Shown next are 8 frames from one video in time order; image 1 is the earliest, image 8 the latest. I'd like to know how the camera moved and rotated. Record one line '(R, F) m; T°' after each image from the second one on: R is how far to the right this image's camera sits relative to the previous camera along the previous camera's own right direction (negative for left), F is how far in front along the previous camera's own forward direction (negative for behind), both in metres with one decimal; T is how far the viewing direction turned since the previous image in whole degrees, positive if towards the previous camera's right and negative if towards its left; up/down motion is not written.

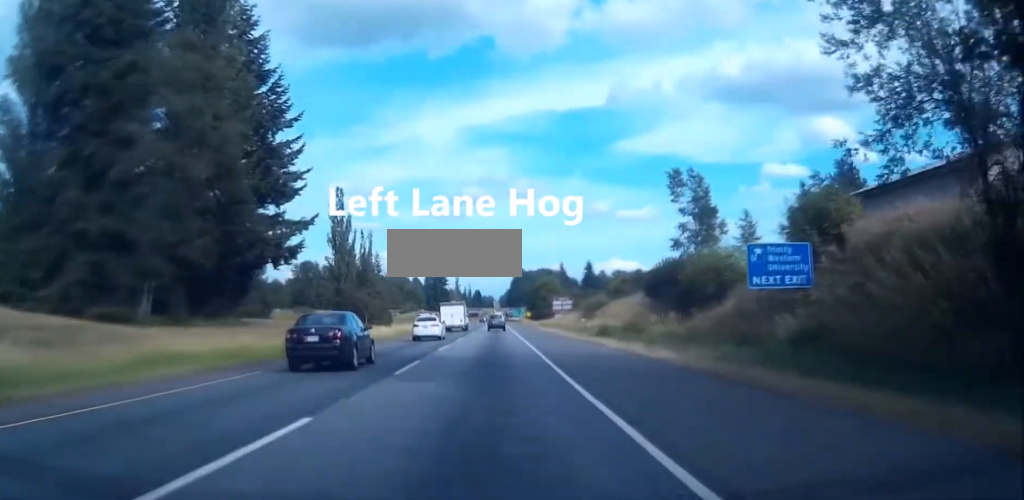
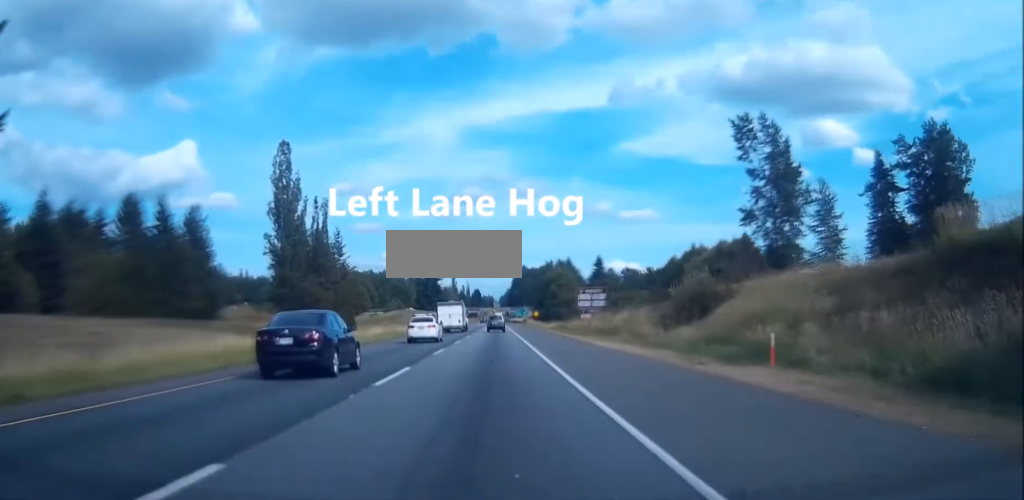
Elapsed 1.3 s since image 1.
(-0.2, +41.5) m; 0°
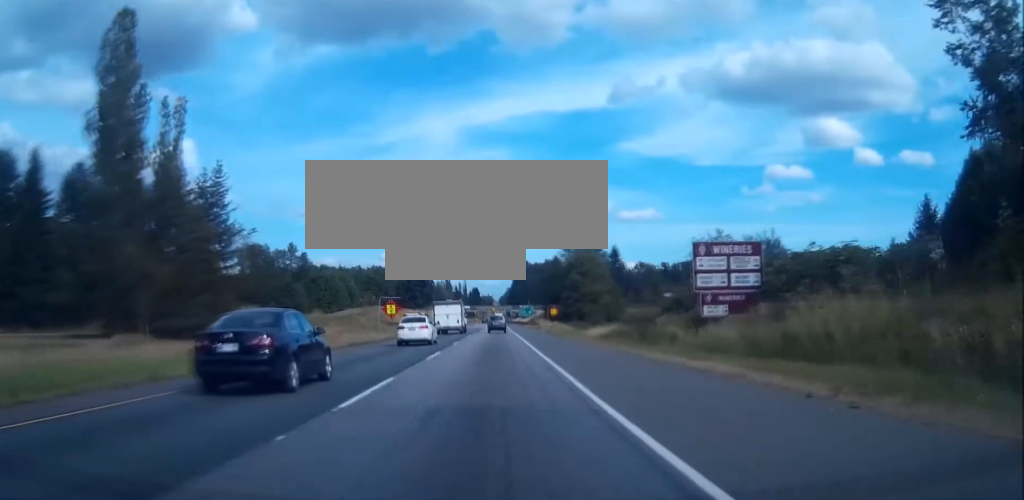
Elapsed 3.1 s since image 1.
(0.0, +55.0) m; 0°
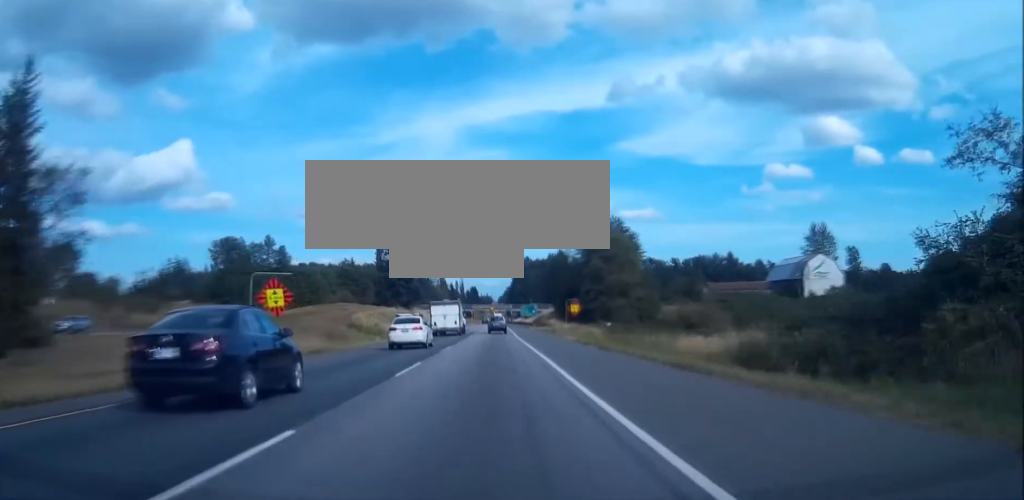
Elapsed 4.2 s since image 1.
(0.0, +33.2) m; 0°
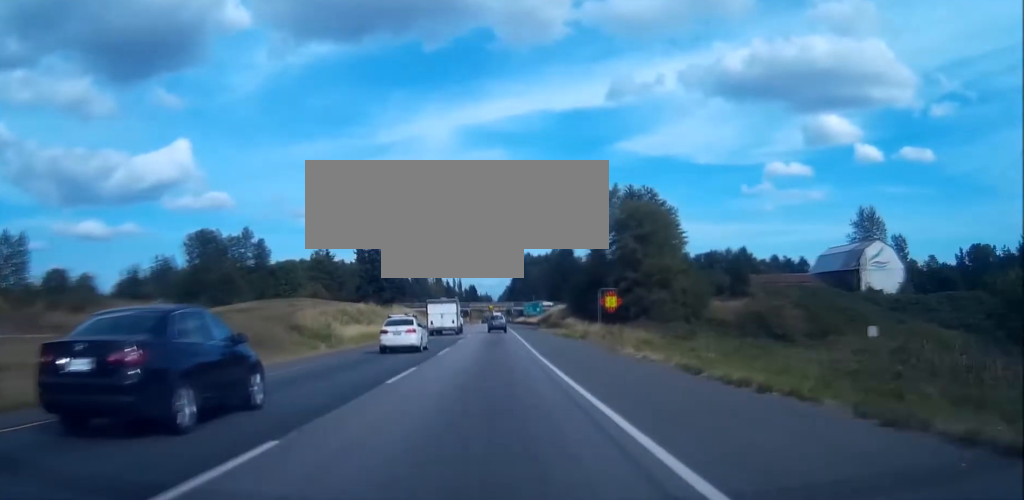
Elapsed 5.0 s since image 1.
(+0.1, +27.1) m; 0°
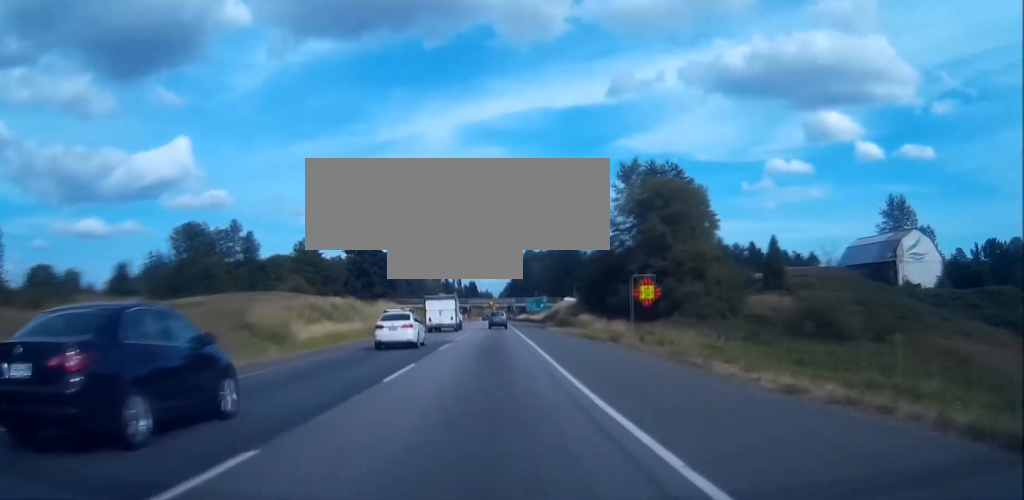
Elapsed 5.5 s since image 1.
(0.0, +13.5) m; 0°
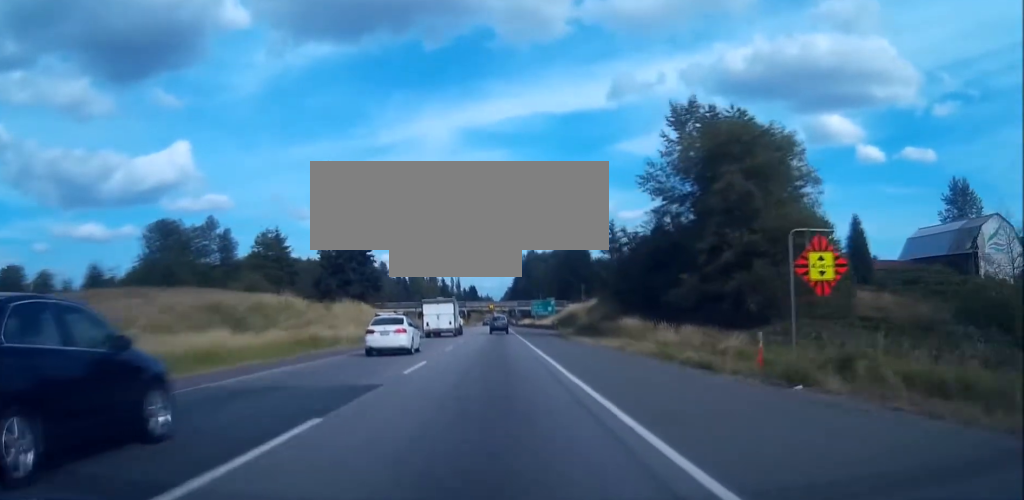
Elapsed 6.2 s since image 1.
(0.0, +23.9) m; 0°
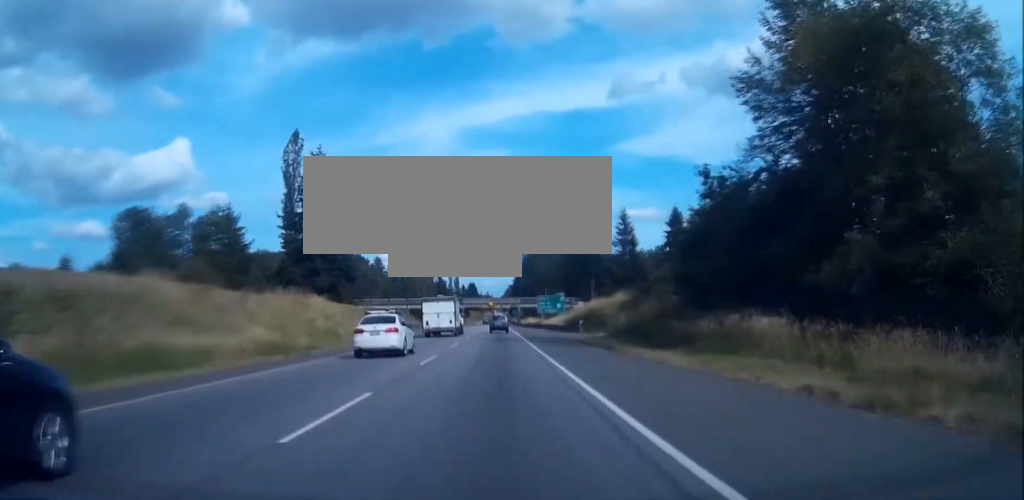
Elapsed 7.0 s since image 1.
(+0.1, +22.9) m; 0°
